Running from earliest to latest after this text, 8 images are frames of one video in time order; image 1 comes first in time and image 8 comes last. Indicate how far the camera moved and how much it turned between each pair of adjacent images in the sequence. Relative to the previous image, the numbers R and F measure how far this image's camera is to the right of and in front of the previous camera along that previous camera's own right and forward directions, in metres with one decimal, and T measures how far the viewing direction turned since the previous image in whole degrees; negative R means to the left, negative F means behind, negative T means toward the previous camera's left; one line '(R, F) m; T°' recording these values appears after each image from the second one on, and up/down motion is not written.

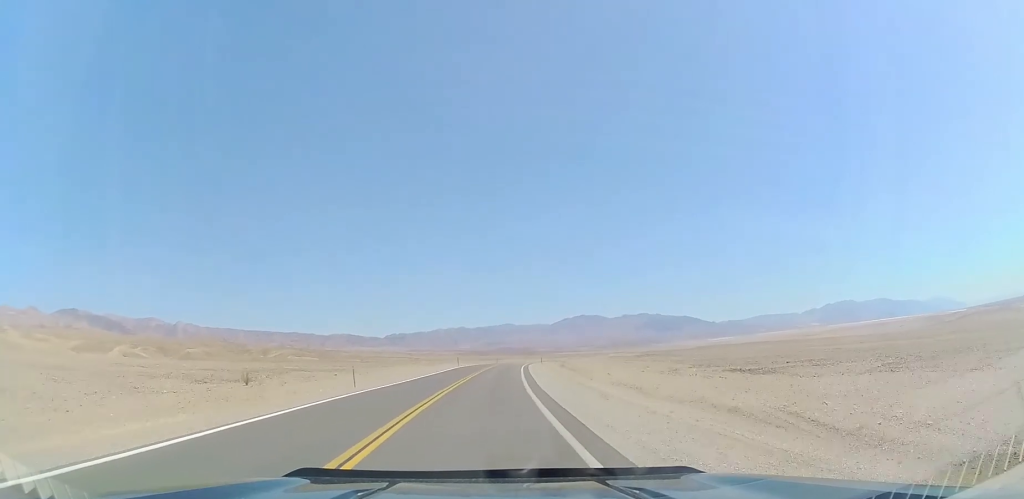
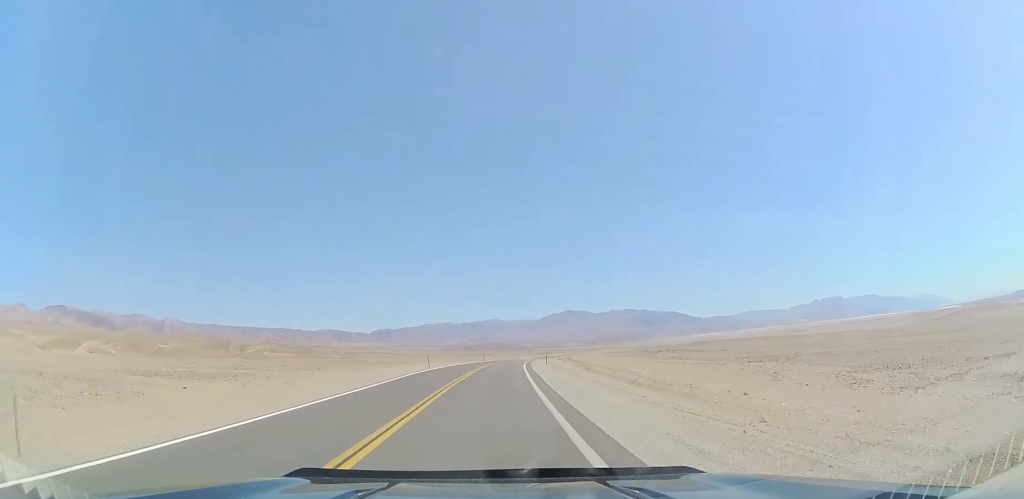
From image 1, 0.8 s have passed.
(-0.7, +23.2) m; +1°
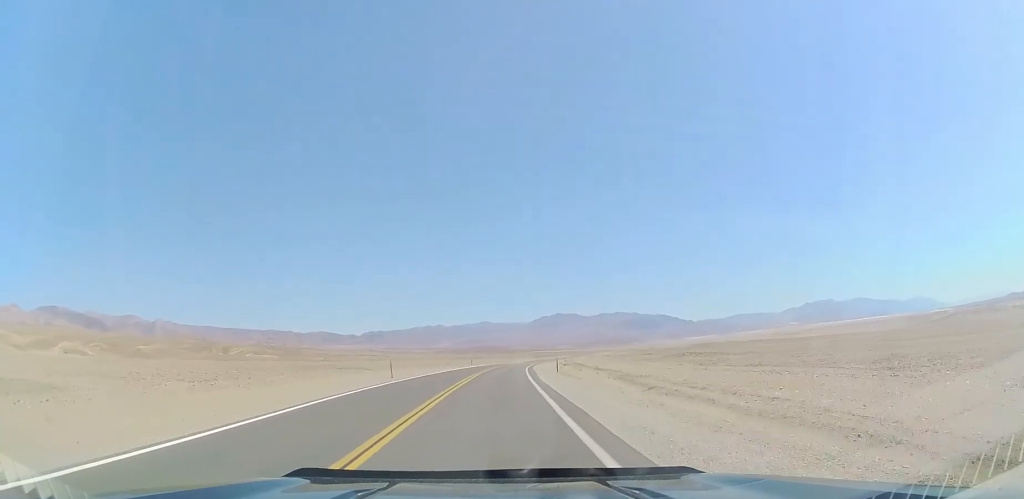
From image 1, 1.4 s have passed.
(0.0, +16.4) m; +2°
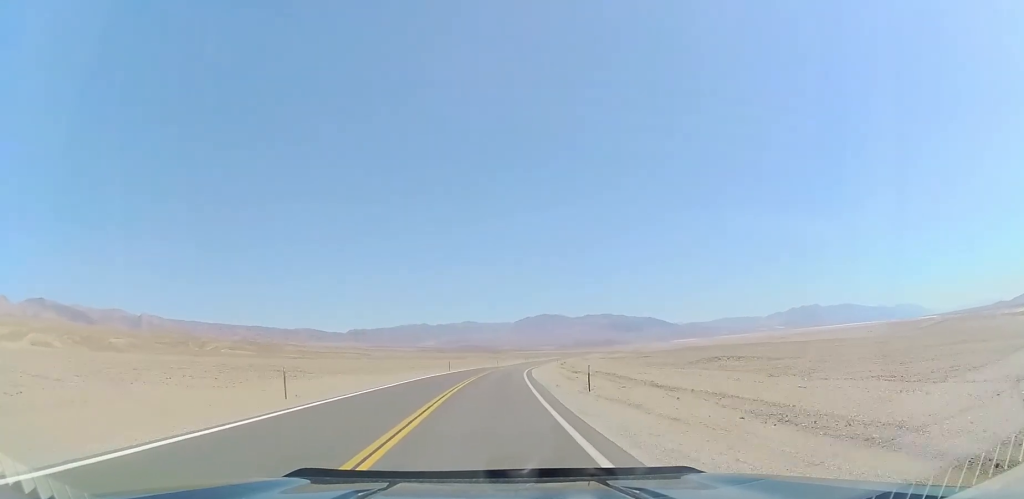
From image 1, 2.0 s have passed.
(+0.8, +18.3) m; +3°
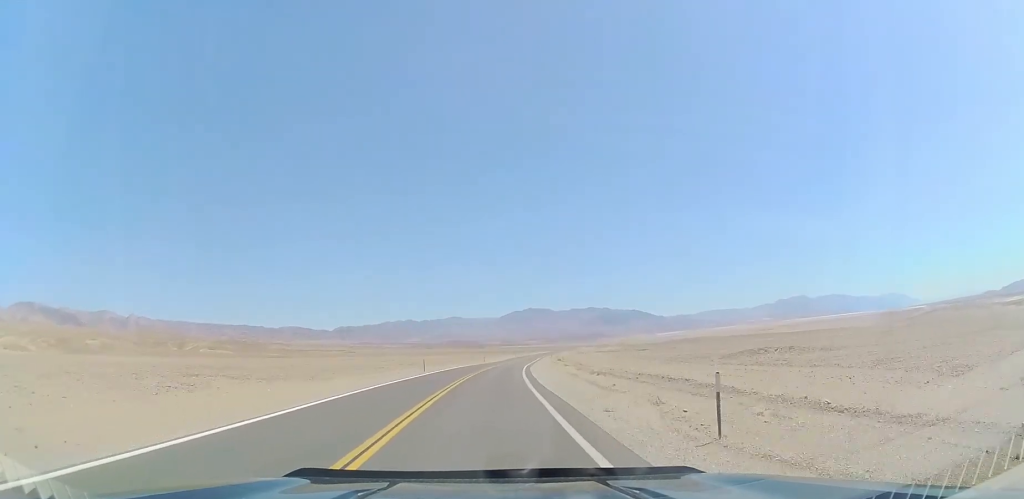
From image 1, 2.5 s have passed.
(+0.2, +14.5) m; +2°
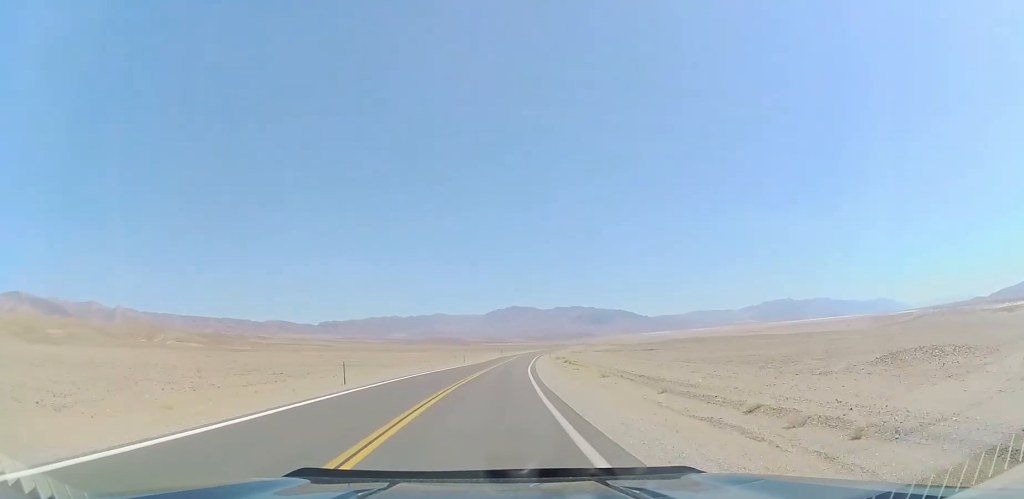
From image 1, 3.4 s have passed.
(+0.4, +25.2) m; +2°
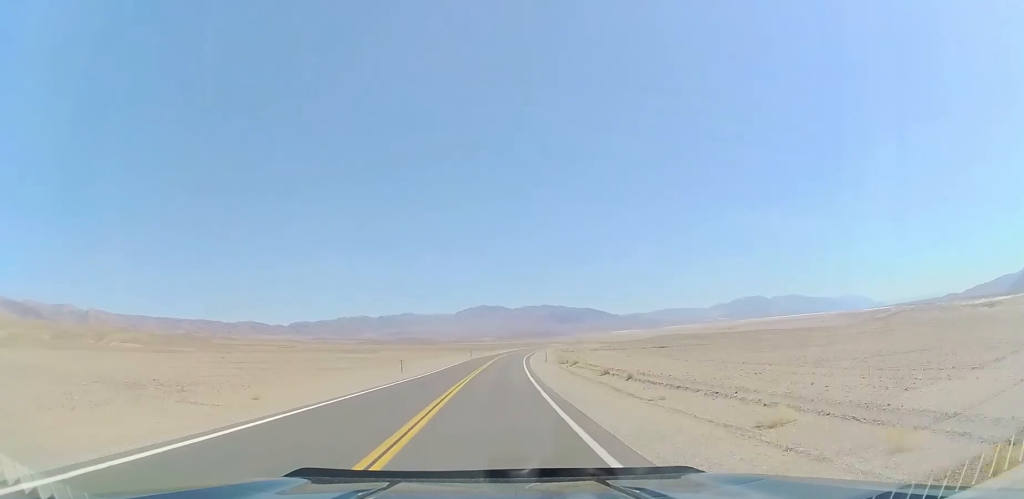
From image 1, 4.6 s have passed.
(+1.1, +34.9) m; +3°
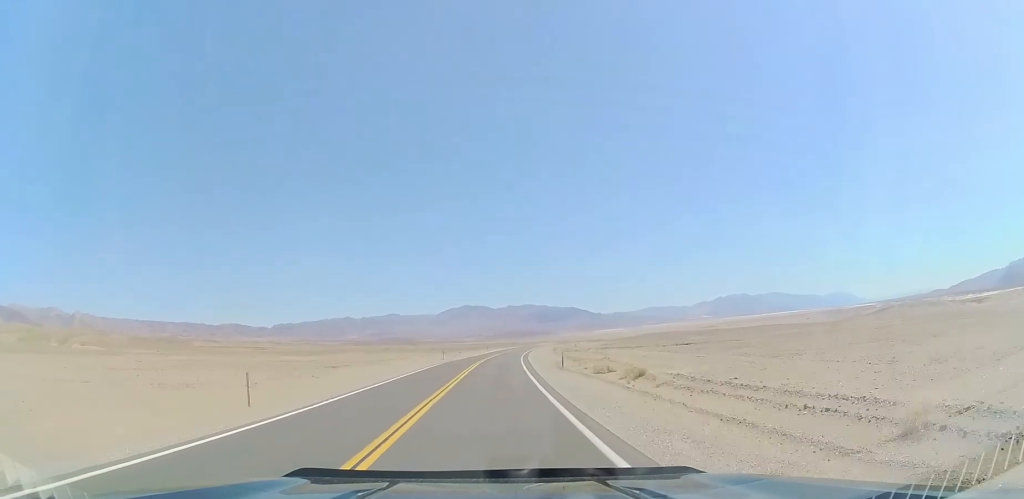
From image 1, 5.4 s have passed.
(+0.3, +25.3) m; +1°
